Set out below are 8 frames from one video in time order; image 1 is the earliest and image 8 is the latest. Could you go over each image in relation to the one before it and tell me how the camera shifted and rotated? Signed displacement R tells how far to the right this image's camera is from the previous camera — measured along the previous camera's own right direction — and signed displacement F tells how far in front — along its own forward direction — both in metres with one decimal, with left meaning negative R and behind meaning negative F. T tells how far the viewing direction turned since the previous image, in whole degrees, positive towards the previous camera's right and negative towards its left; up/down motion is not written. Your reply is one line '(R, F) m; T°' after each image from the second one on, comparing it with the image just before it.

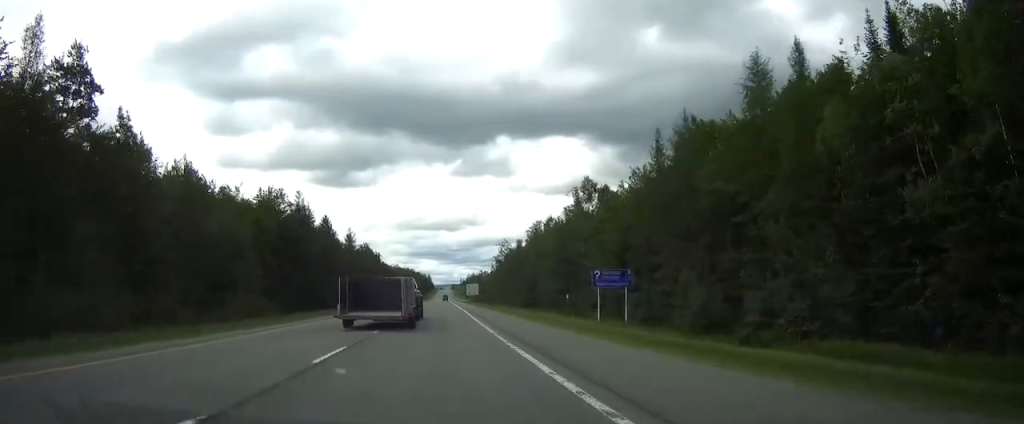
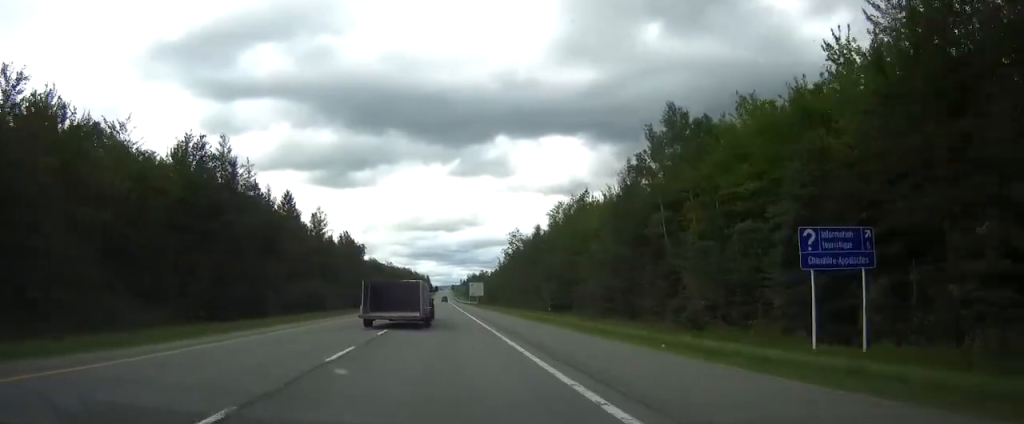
(+0.1, +35.3) m; 0°
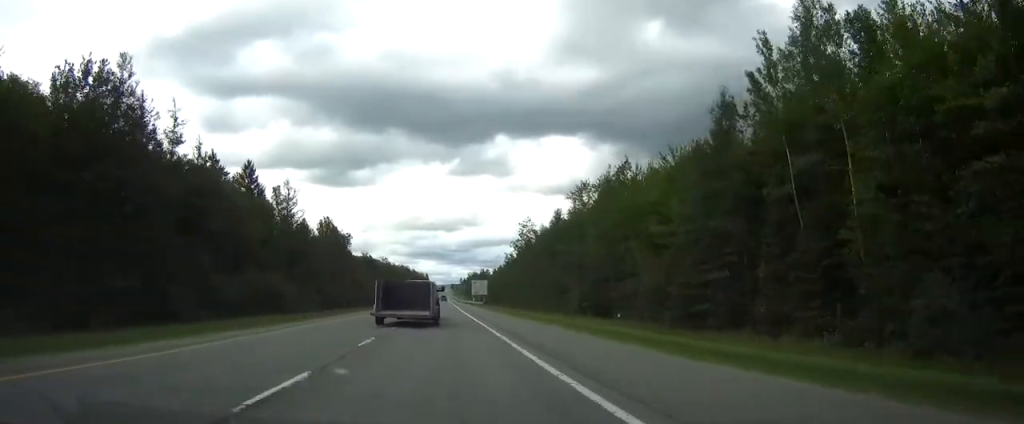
(0.0, +23.4) m; 0°
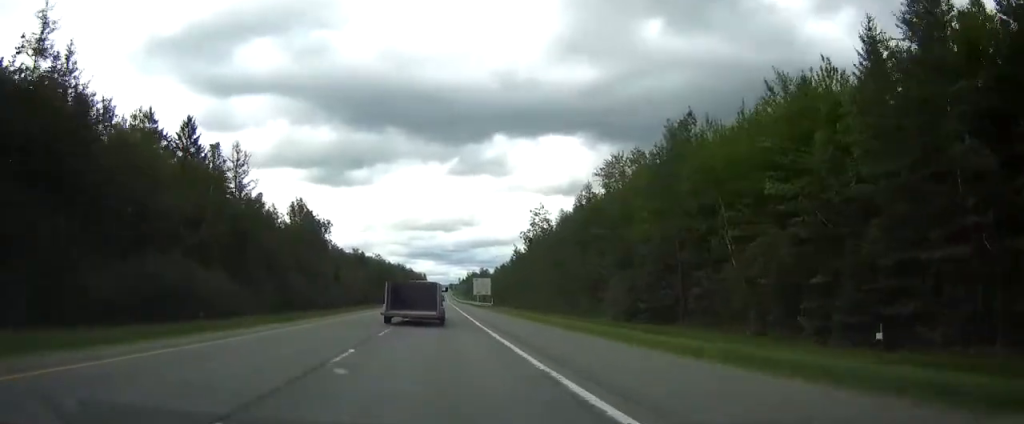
(0.0, +22.3) m; 0°
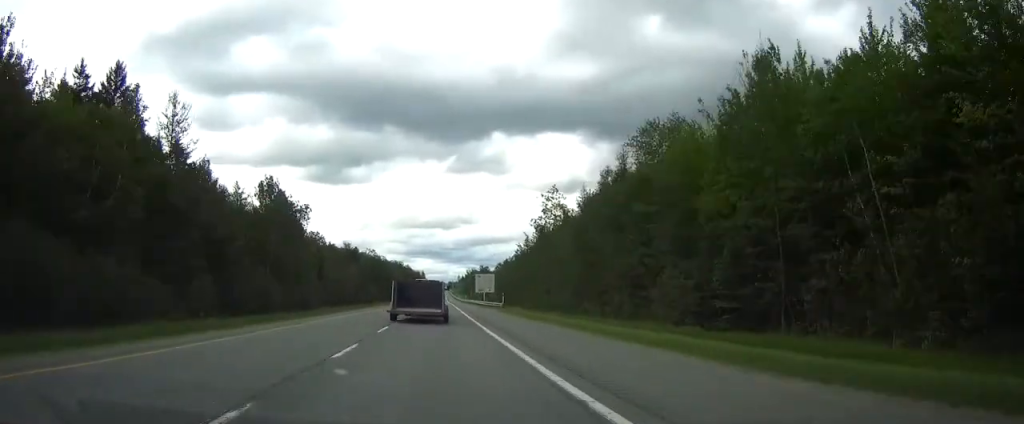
(0.0, +17.0) m; 0°
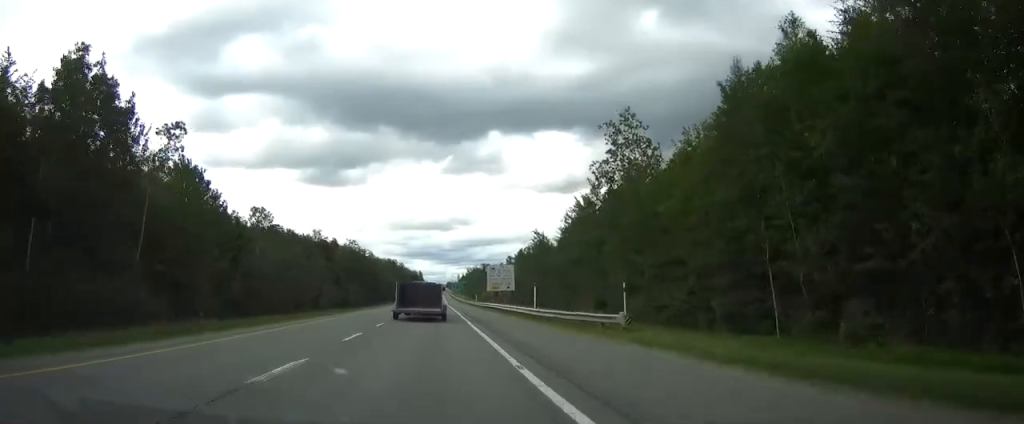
(+0.2, +47.6) m; 0°
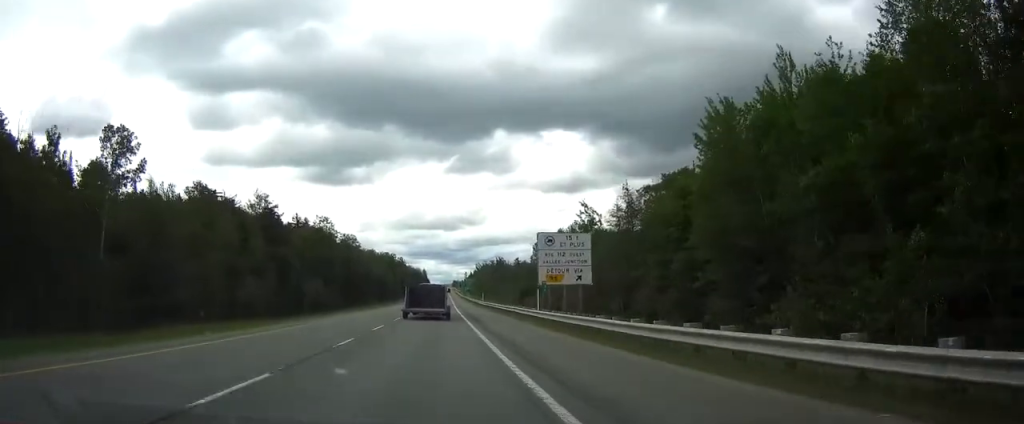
(-0.2, +54.8) m; 0°
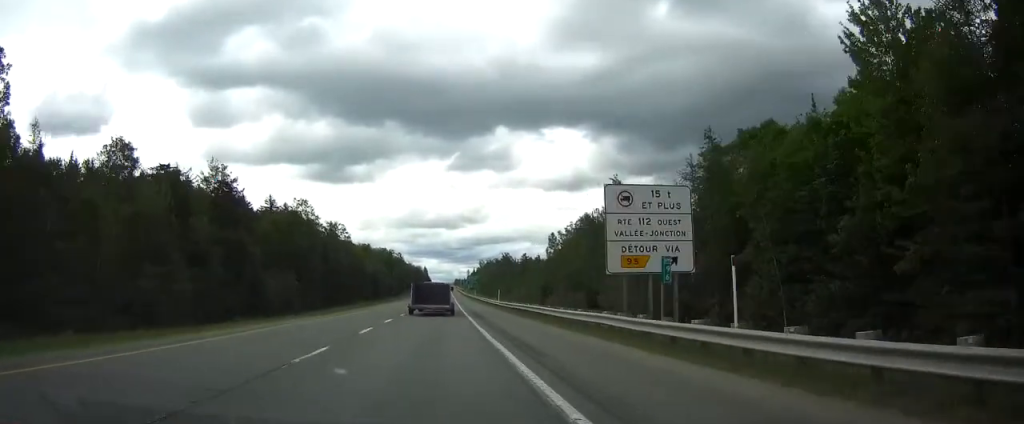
(0.0, +23.1) m; 0°
